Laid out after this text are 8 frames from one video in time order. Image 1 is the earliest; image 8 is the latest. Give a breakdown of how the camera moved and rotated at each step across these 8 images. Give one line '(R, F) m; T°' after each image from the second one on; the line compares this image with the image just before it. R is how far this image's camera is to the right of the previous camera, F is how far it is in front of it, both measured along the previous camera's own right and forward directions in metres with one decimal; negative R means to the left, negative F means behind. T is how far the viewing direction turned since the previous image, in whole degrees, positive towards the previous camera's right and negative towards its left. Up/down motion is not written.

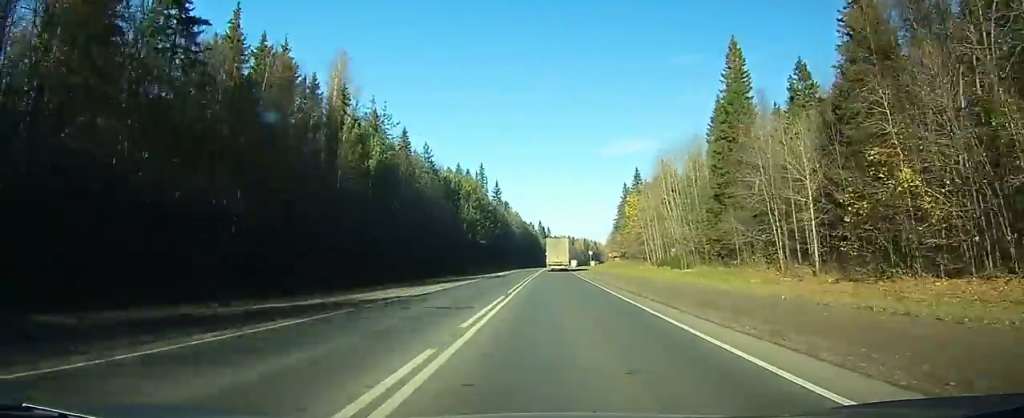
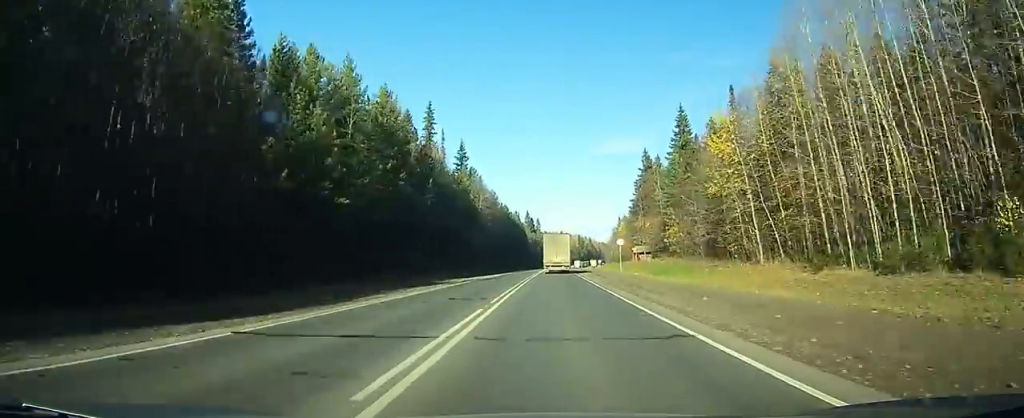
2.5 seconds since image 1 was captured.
(+0.3, +65.8) m; +1°
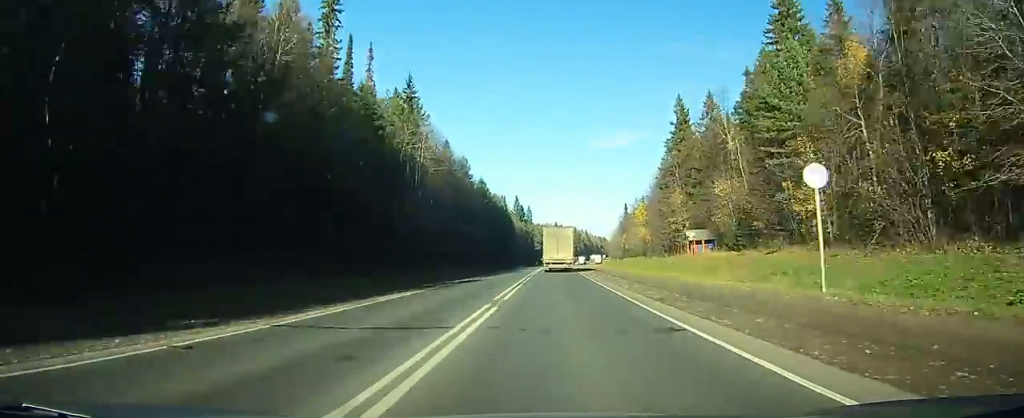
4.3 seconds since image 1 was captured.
(+0.3, +48.6) m; +1°
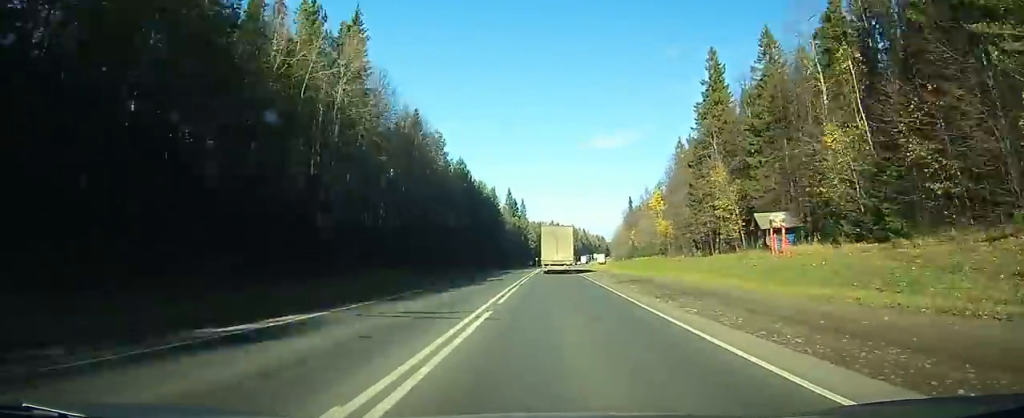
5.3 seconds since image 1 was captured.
(+0.1, +25.7) m; 0°
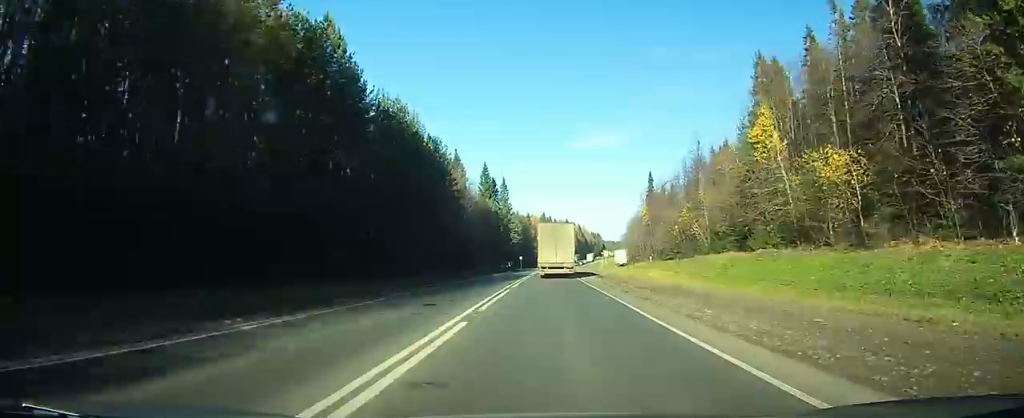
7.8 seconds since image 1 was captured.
(+0.3, +62.5) m; +1°
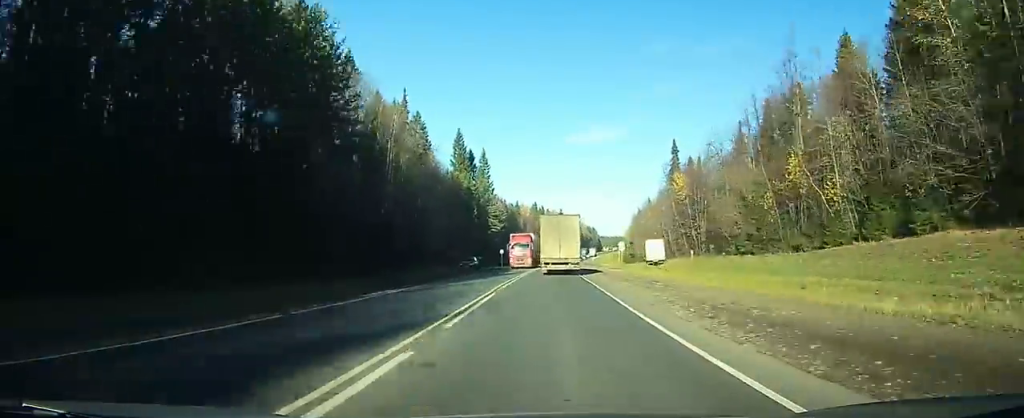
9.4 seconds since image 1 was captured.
(+0.3, +39.9) m; +1°
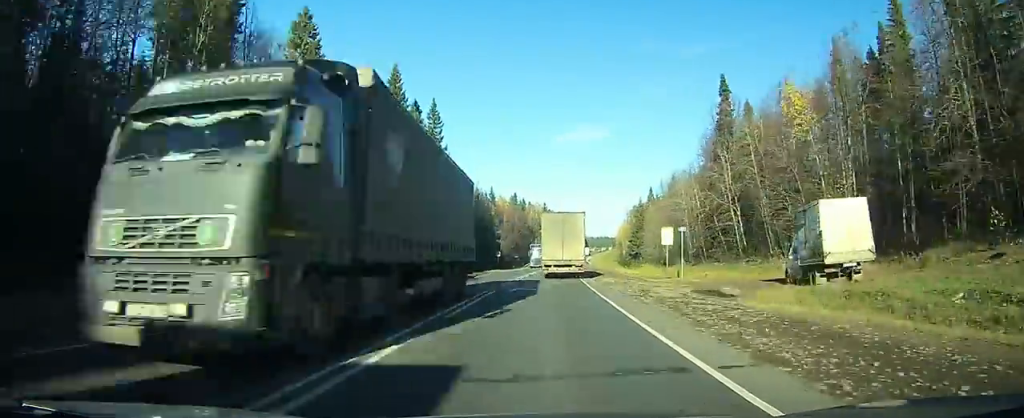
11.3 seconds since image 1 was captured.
(+0.5, +46.0) m; +1°
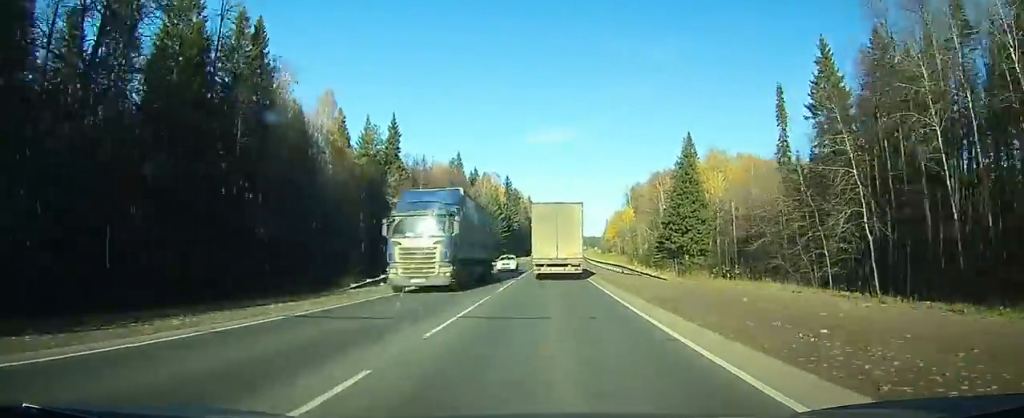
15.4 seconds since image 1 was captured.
(+2.8, +99.6) m; +3°
